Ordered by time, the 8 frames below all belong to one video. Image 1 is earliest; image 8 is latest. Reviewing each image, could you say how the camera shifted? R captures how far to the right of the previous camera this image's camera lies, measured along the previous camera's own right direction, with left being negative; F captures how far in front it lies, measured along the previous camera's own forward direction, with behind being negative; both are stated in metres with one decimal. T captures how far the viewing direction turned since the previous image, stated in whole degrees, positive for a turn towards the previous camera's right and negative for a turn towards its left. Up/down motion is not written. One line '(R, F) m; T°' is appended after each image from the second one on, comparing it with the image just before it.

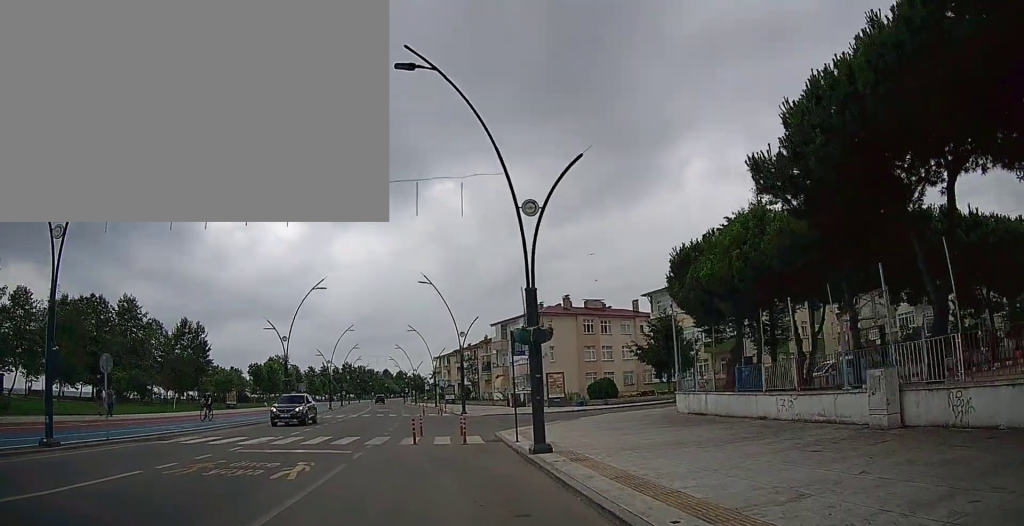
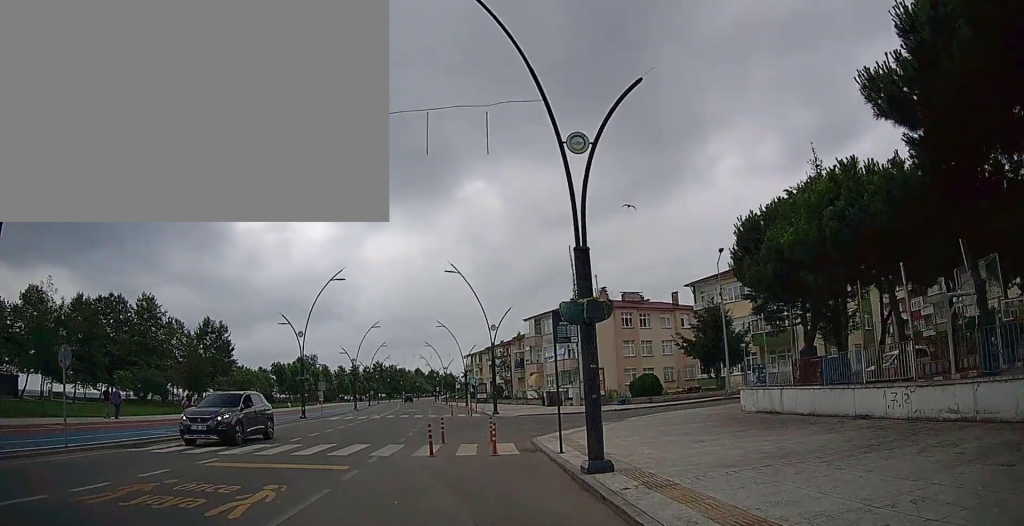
(0.0, +3.7) m; -2°
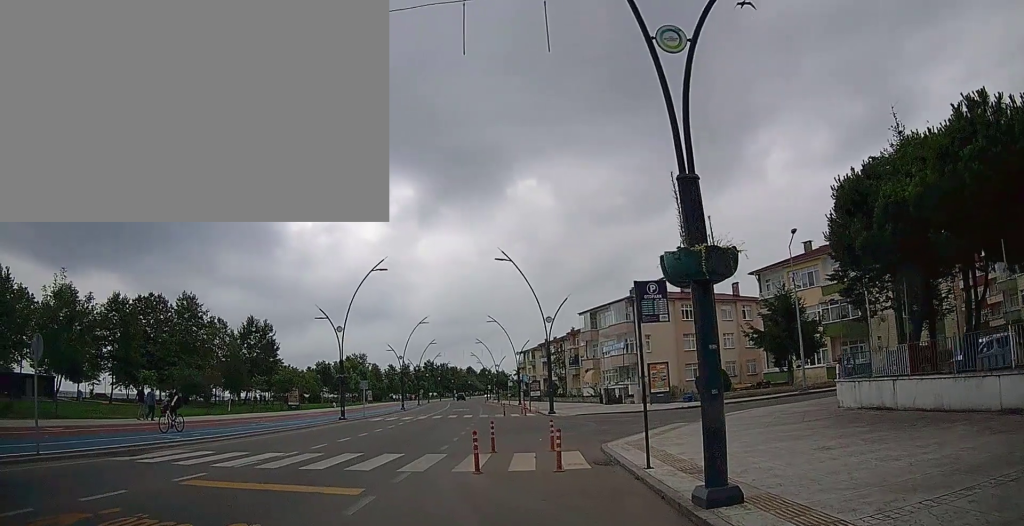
(-0.2, +3.3) m; -6°
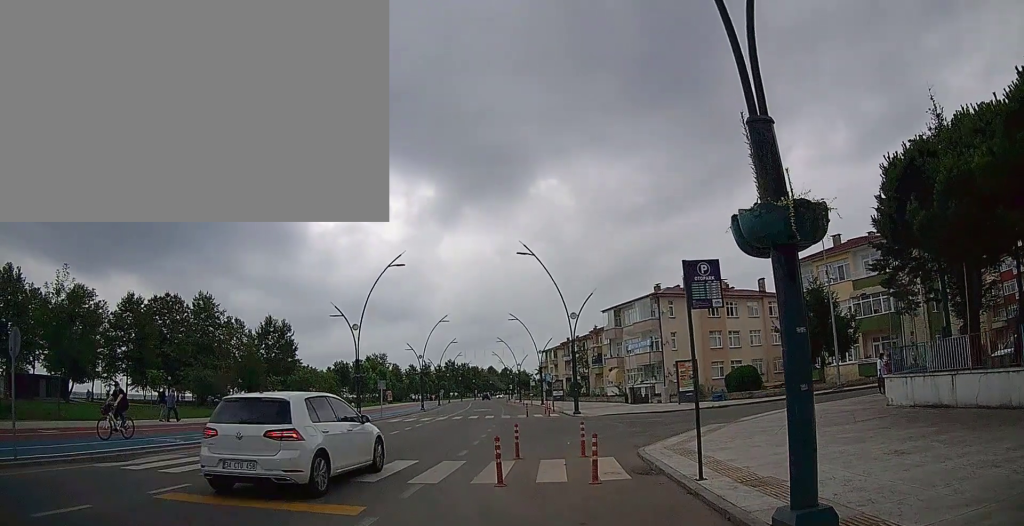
(-0.4, +1.3) m; 0°
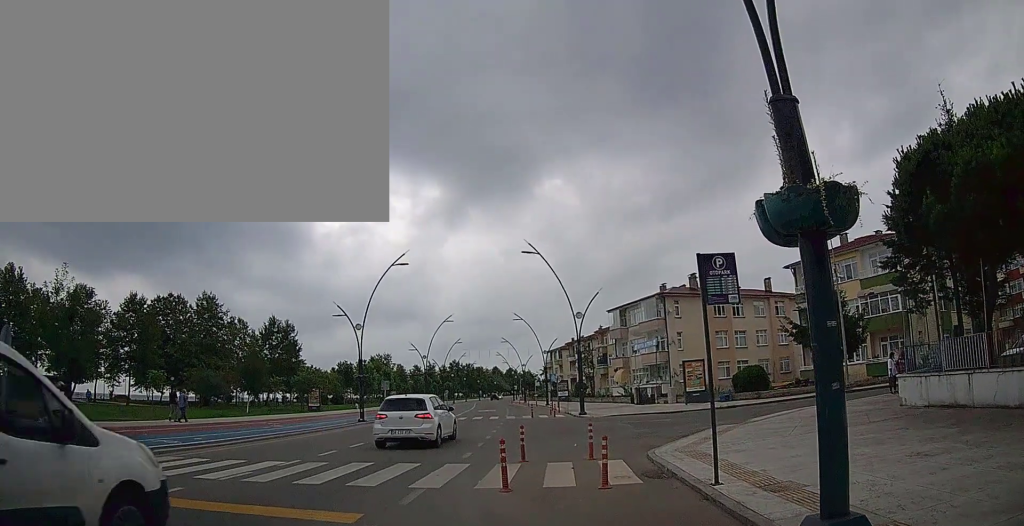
(-0.1, +0.1) m; 0°
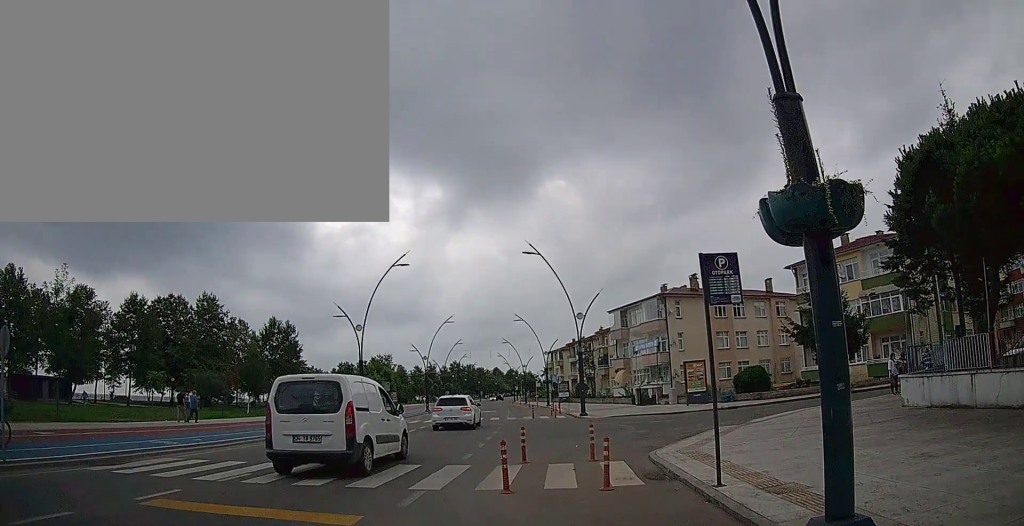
(0.0, 0.0) m; 0°
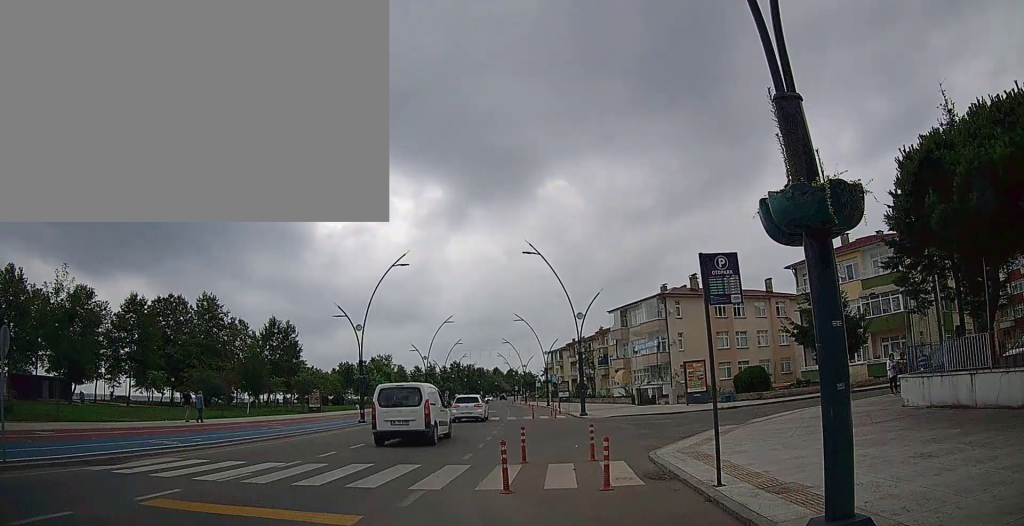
(0.0, 0.0) m; 0°
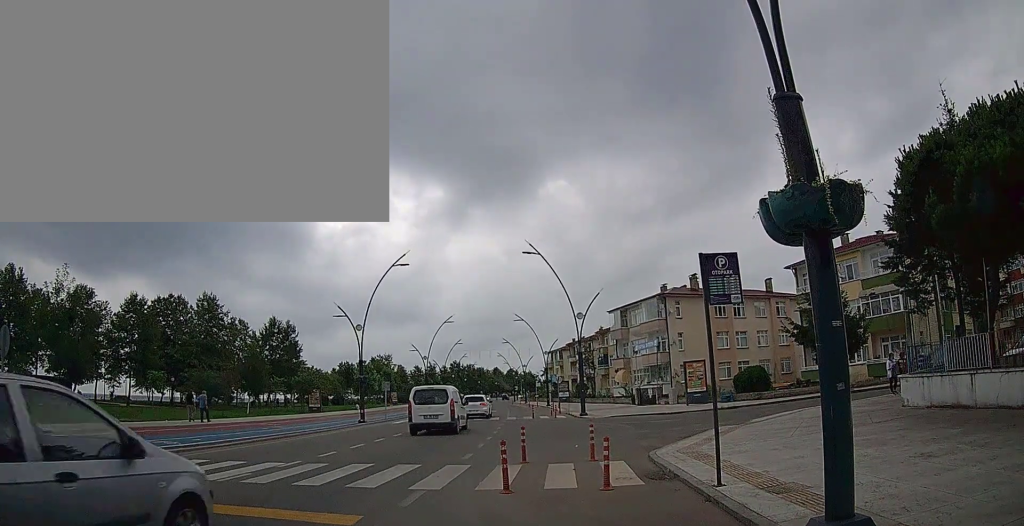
(0.0, 0.0) m; 0°
